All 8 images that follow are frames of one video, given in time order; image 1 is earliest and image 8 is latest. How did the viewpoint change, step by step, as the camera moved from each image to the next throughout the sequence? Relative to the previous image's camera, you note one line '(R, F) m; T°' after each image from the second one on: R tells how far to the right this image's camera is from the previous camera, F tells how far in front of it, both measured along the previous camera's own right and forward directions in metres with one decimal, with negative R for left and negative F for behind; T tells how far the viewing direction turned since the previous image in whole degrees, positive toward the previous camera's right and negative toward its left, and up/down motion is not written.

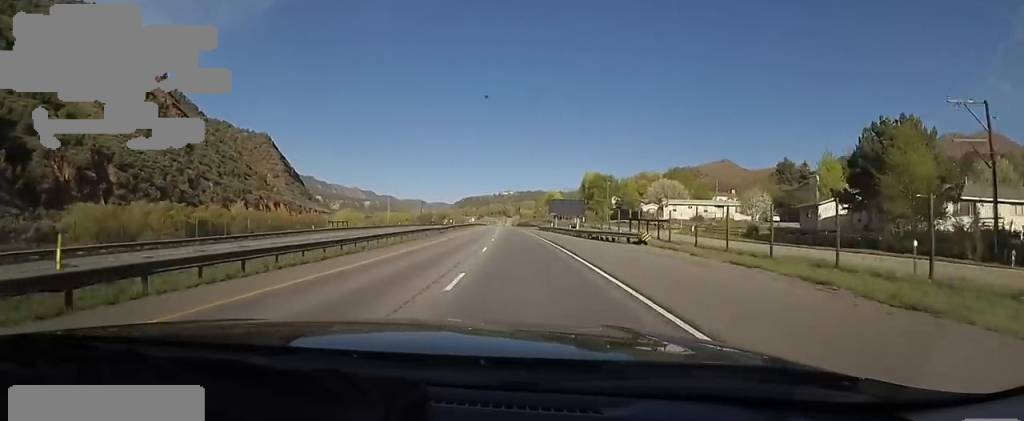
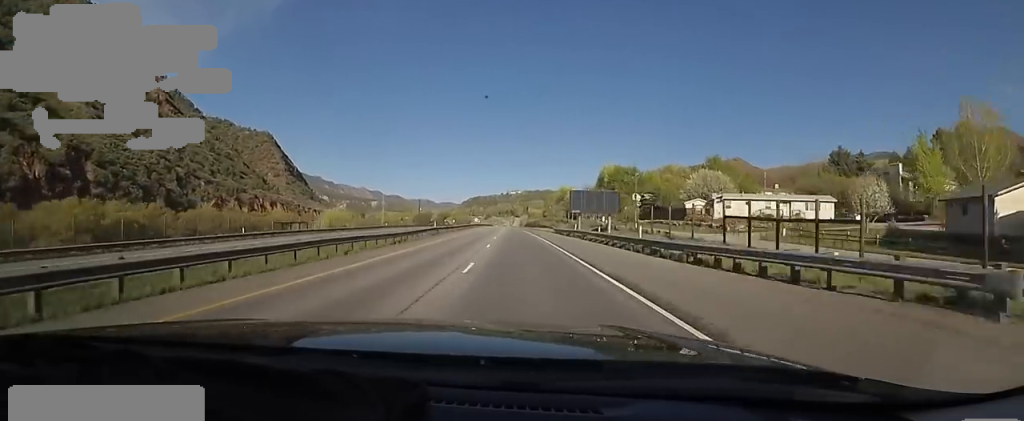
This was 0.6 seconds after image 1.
(0.0, +19.6) m; 0°
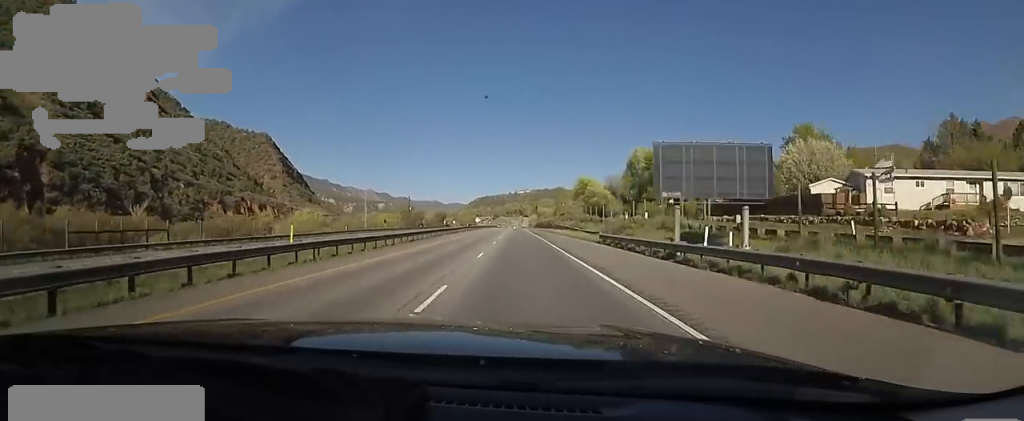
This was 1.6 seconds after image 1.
(0.0, +29.9) m; -2°
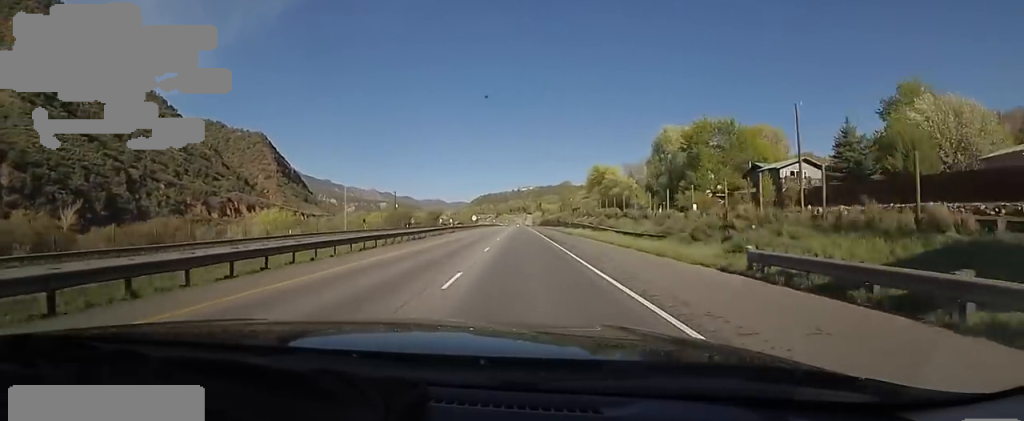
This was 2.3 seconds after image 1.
(-0.2, +20.6) m; -1°
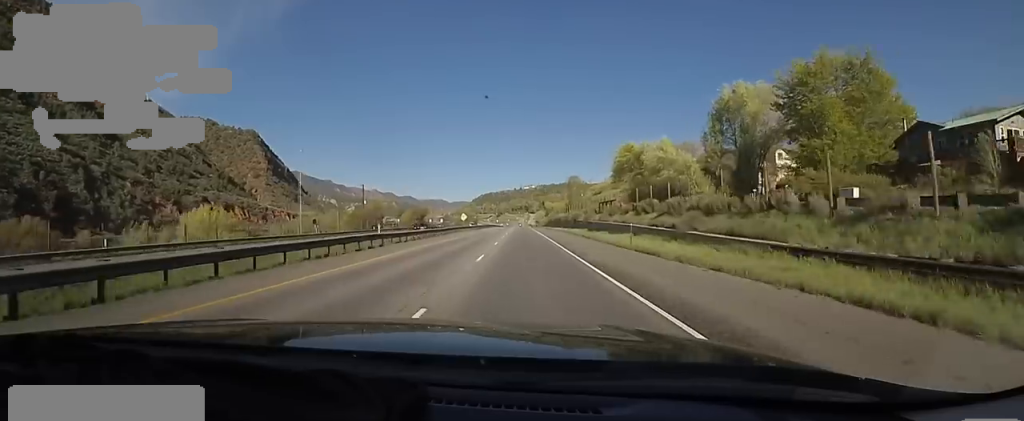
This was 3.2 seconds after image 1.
(-0.7, +28.9) m; 0°
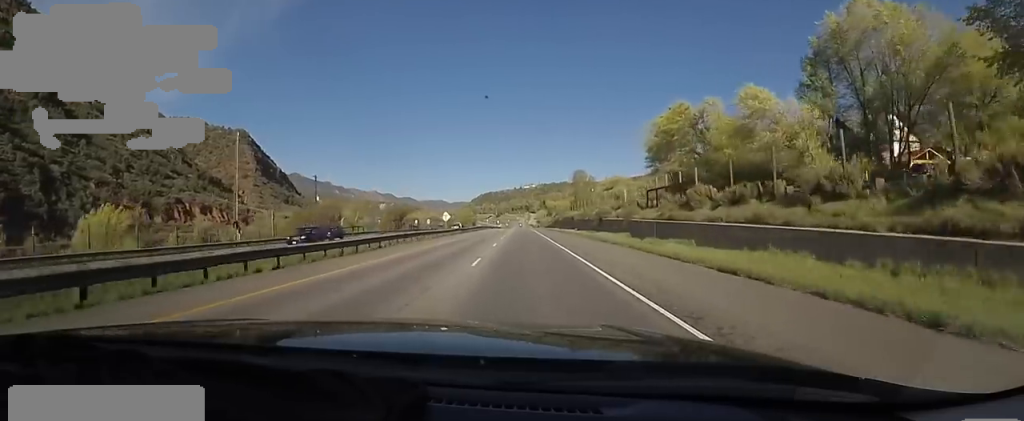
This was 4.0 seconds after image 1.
(+1.2, +24.8) m; 0°
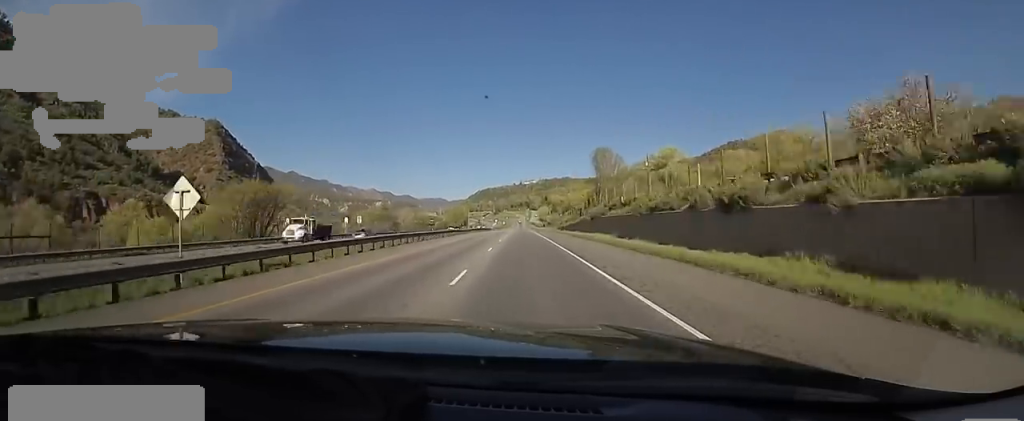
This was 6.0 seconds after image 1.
(0.0, +63.8) m; 0°
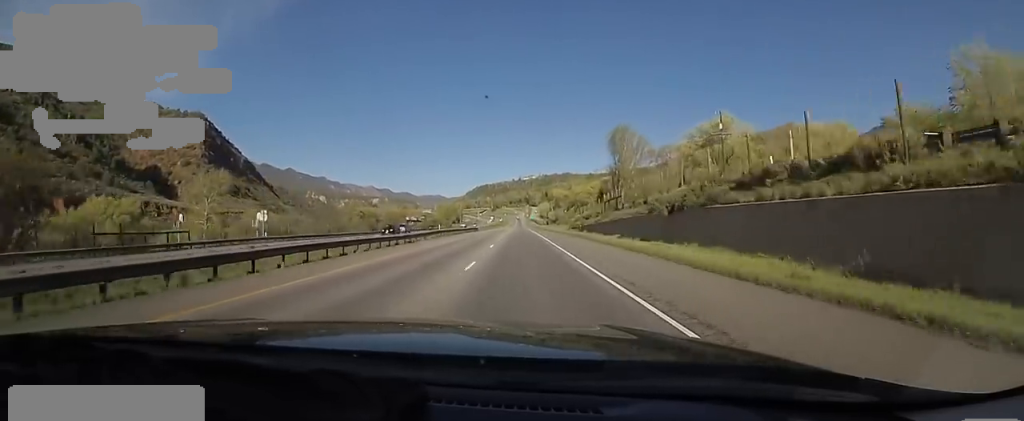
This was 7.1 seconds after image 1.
(-1.2, +32.8) m; 0°
